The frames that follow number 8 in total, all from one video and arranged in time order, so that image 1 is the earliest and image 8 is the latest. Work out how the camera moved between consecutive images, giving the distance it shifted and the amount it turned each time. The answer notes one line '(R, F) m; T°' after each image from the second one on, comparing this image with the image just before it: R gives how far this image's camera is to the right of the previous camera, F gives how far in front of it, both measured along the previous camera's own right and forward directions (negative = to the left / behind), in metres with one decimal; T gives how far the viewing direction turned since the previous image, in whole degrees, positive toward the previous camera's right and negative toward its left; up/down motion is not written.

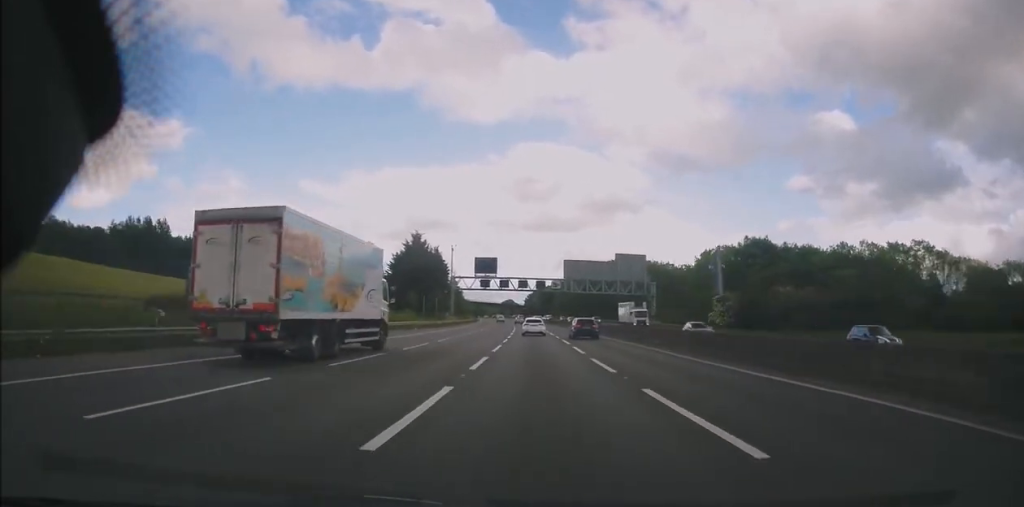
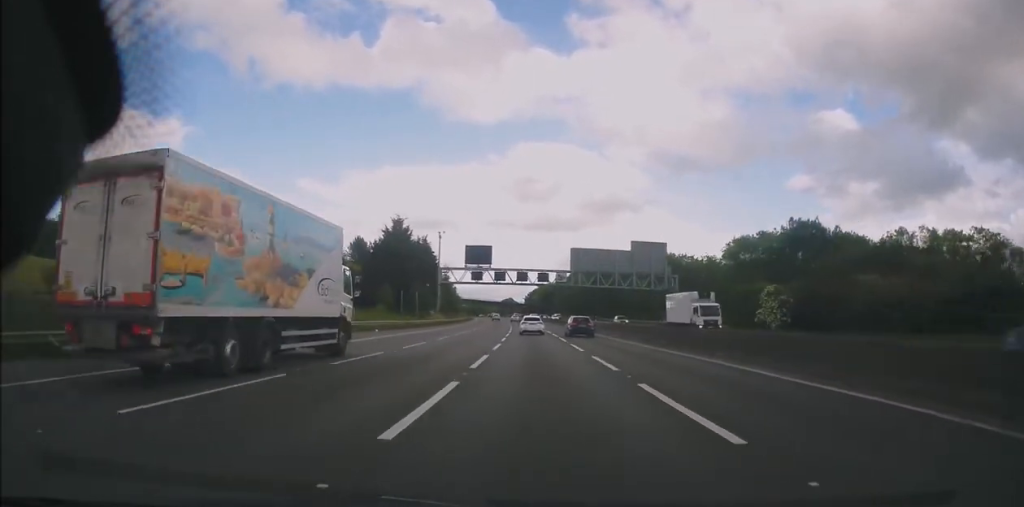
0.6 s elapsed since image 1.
(-0.1, +17.8) m; 0°
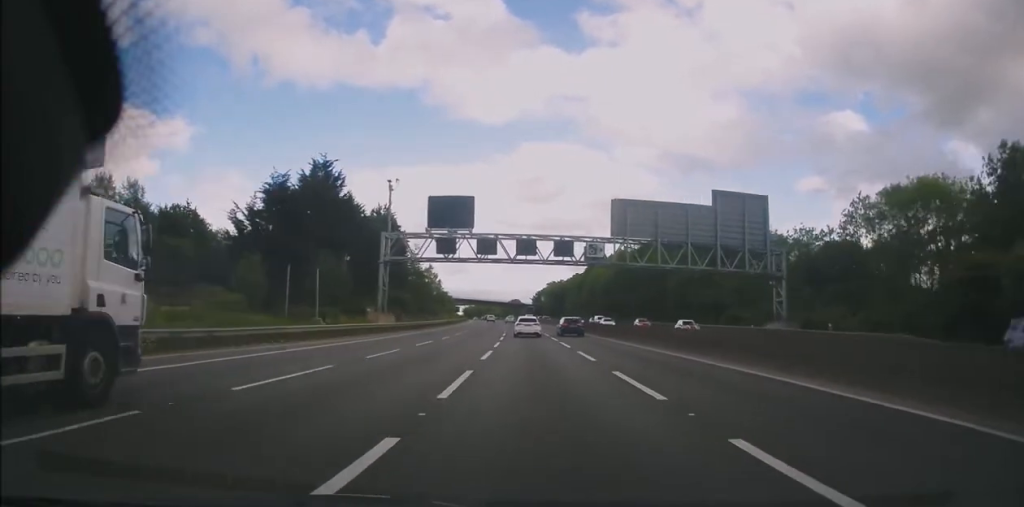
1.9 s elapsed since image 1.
(+0.2, +41.7) m; 0°
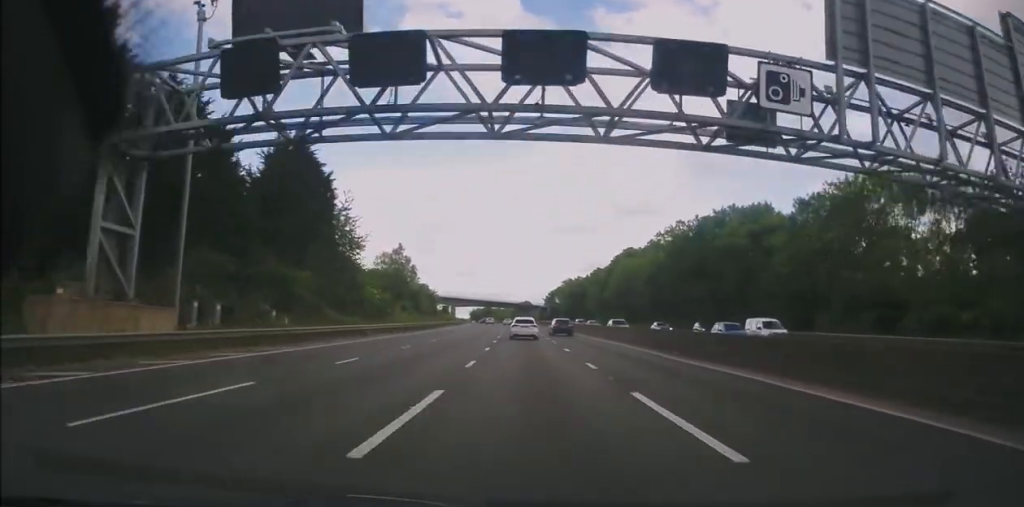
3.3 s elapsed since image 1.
(+0.1, +40.2) m; -1°
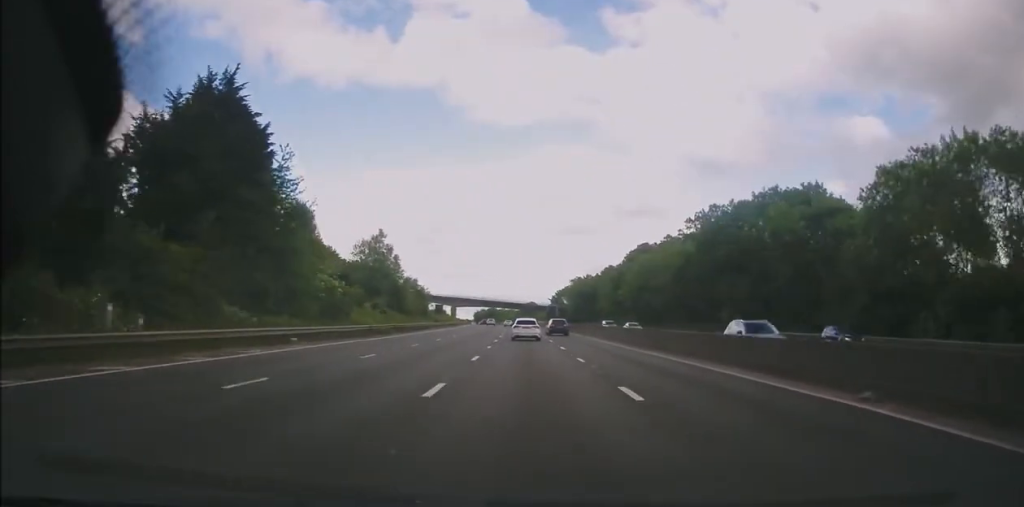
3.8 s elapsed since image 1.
(-0.2, +15.3) m; -1°
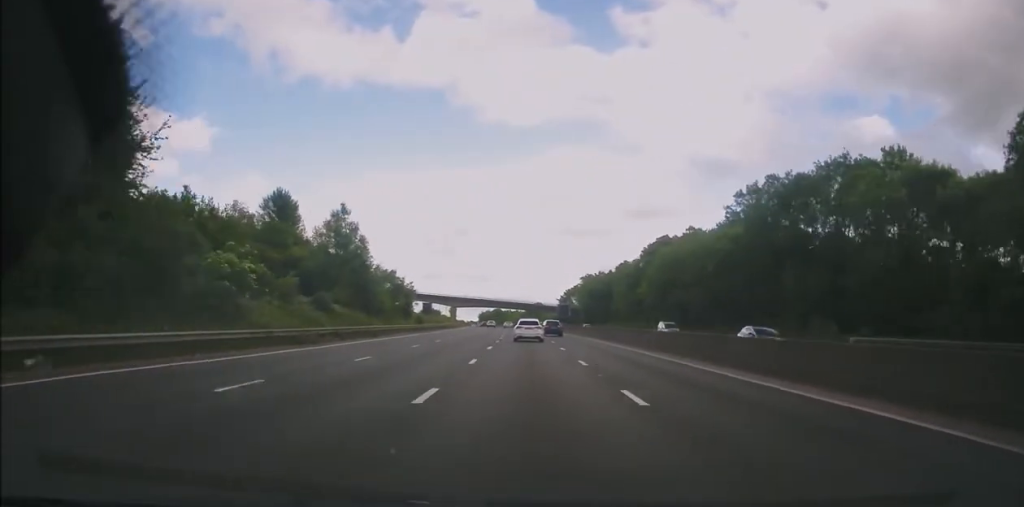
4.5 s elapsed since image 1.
(-0.1, +18.2) m; -1°
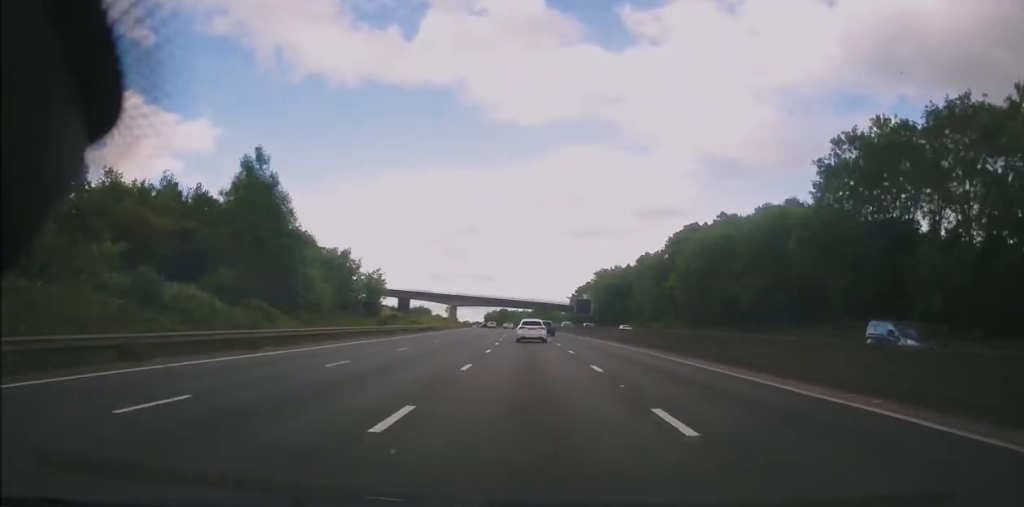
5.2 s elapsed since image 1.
(0.0, +21.0) m; -1°
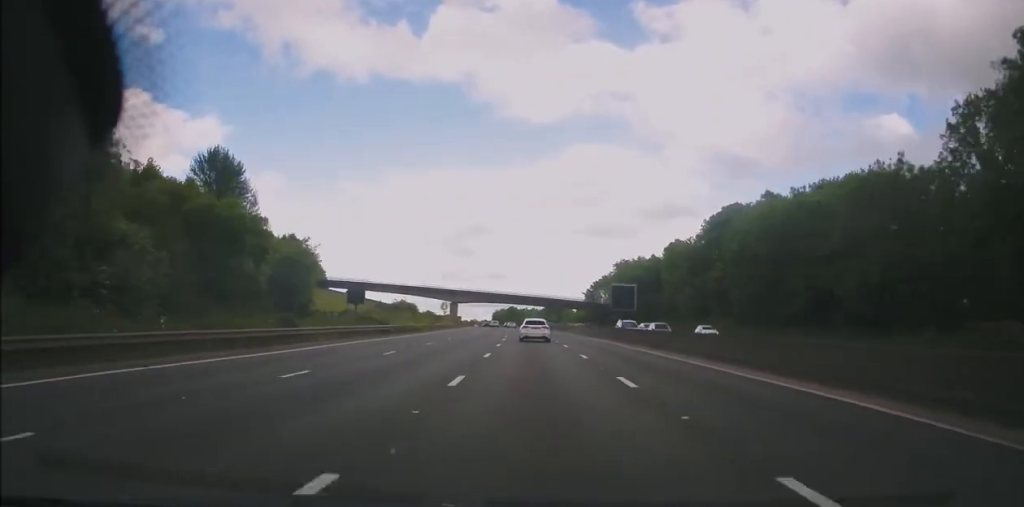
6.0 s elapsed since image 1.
(-0.3, +21.6) m; -2°
